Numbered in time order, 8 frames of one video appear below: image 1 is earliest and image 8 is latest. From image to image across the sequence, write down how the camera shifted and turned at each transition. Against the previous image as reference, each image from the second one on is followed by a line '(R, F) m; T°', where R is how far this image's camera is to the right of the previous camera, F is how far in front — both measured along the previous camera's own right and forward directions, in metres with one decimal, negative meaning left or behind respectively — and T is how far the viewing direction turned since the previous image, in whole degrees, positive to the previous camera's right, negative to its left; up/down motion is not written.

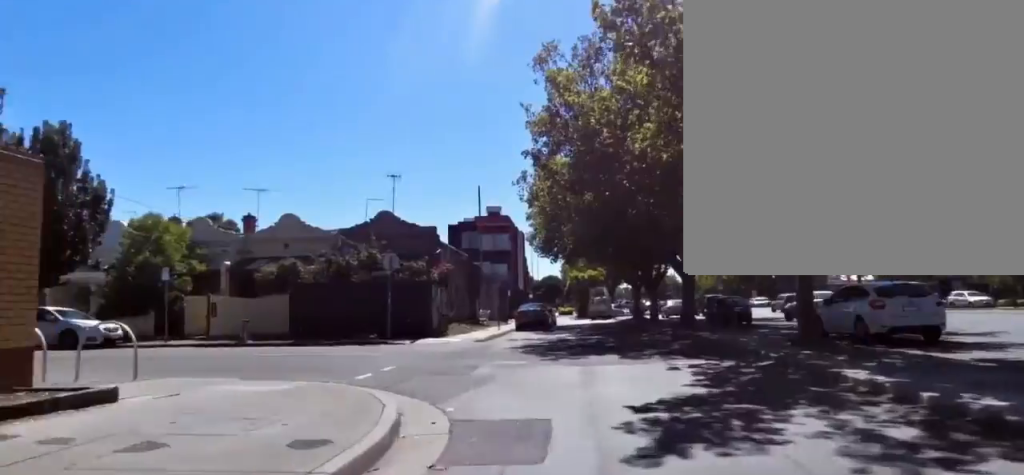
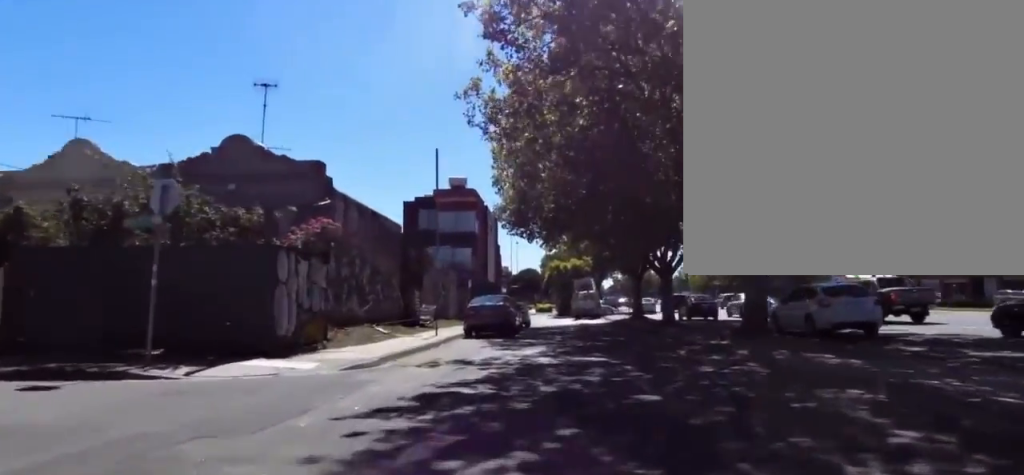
(+0.1, +11.6) m; +1°
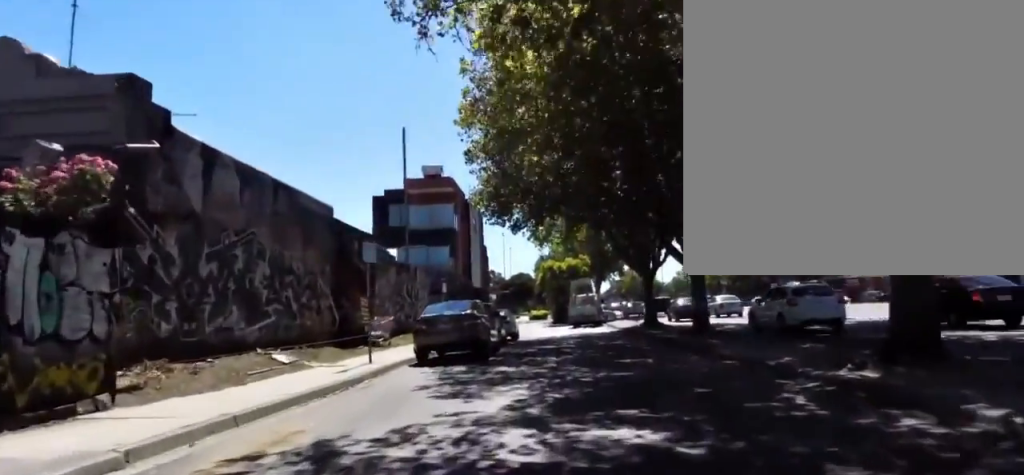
(+0.5, +6.5) m; 0°
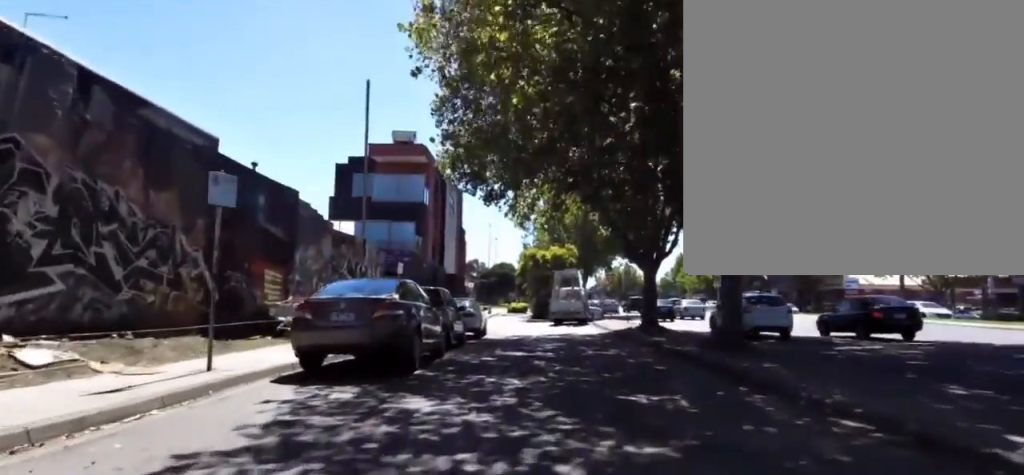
(-0.1, +5.3) m; -4°
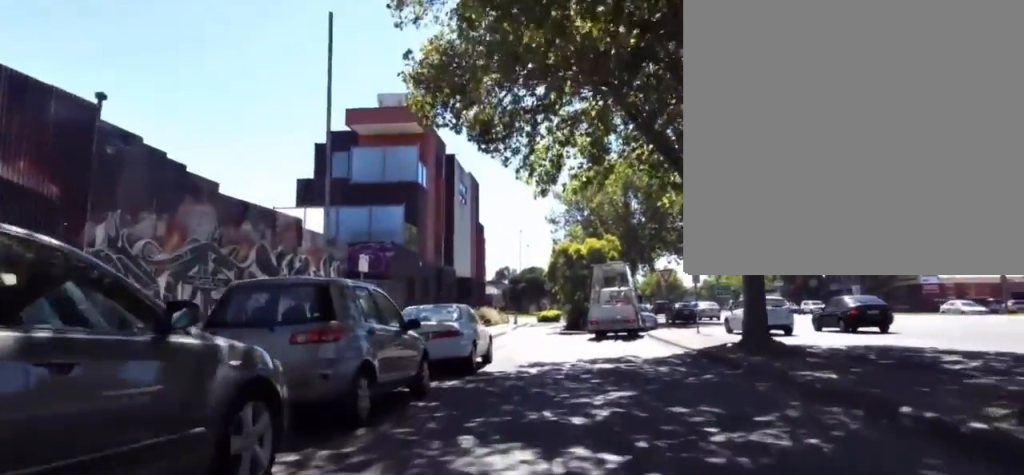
(-0.9, +8.7) m; 0°
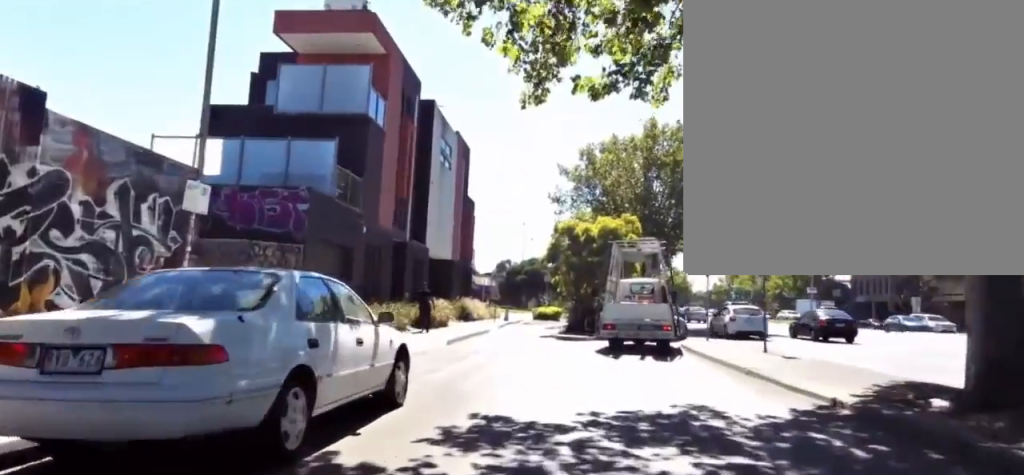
(+0.9, +8.1) m; +4°
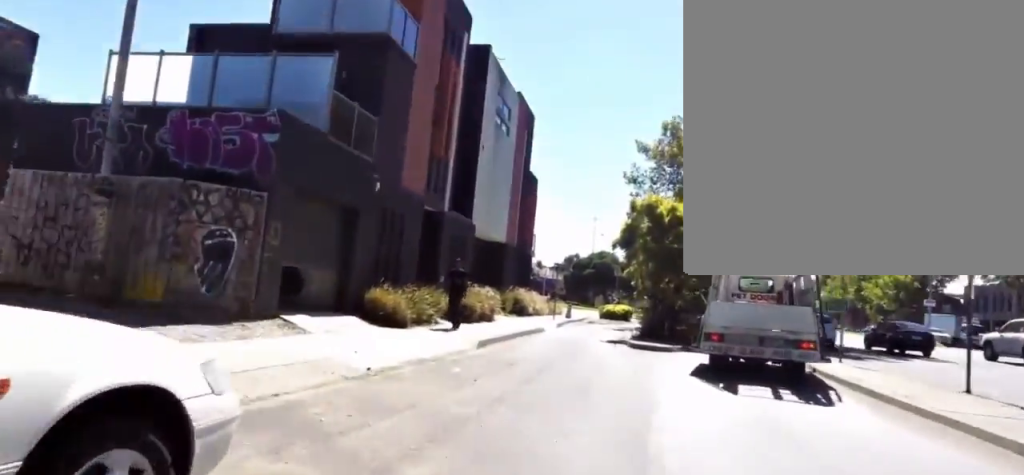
(-0.1, +5.4) m; 0°
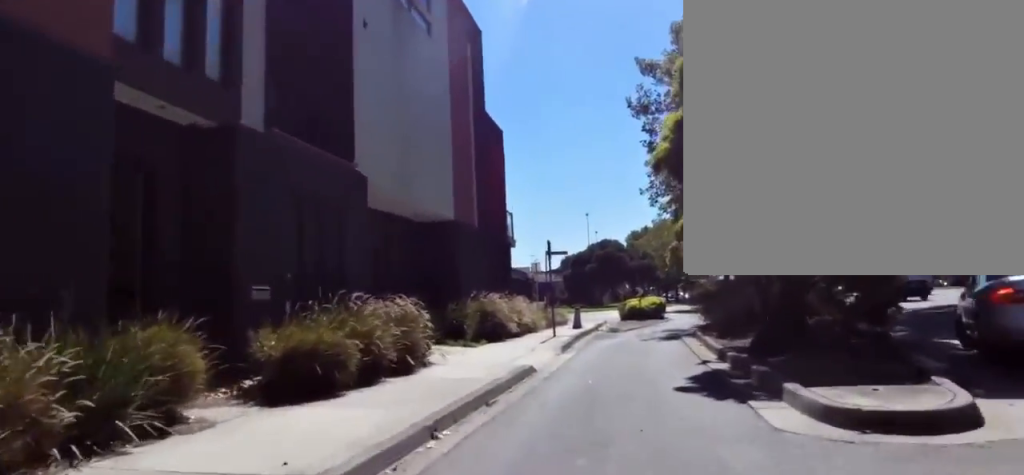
(+0.4, +12.1) m; 0°
